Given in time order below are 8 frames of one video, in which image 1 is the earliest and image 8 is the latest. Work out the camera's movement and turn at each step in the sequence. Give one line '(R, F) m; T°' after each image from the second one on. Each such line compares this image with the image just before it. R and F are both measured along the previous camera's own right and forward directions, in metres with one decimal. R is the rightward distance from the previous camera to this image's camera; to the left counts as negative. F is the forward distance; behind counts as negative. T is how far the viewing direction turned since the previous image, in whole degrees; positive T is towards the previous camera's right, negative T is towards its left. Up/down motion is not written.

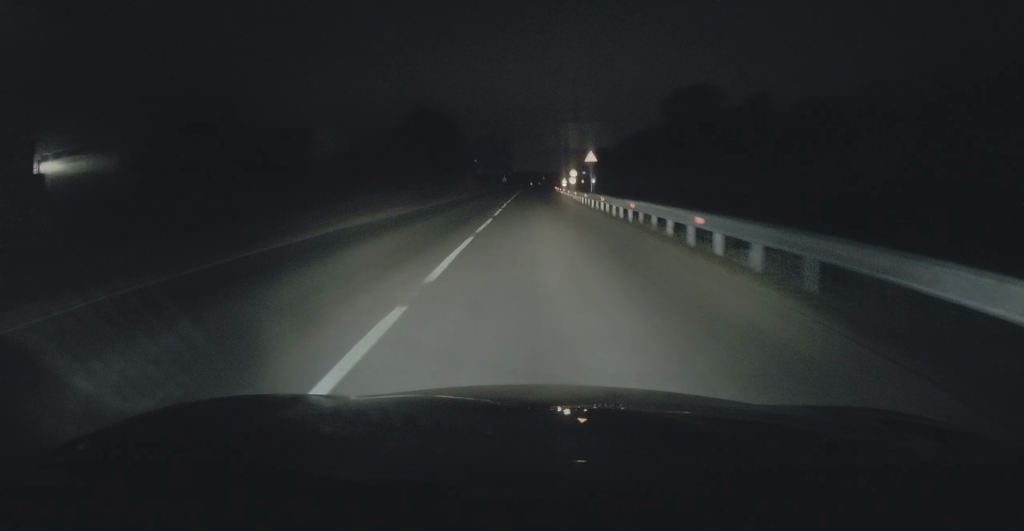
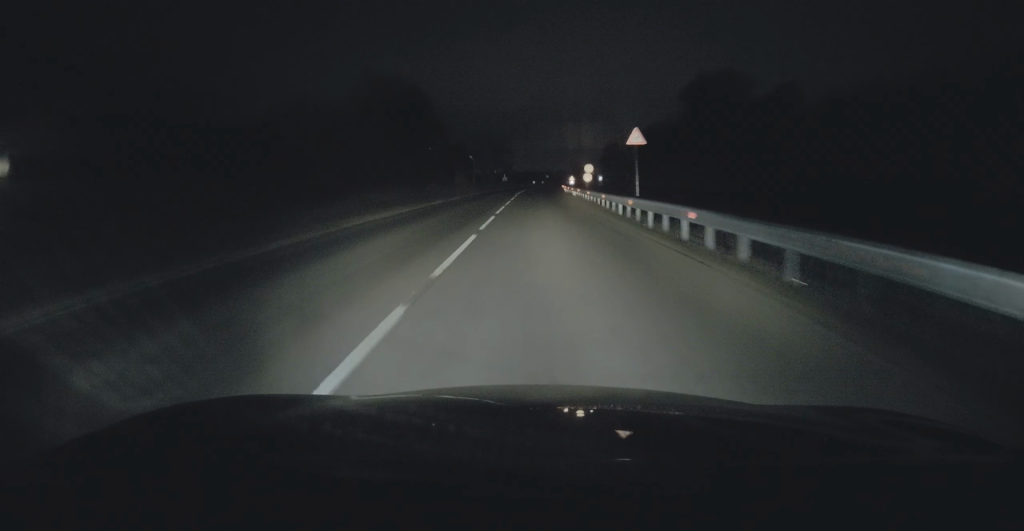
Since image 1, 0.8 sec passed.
(+0.1, +15.3) m; 0°
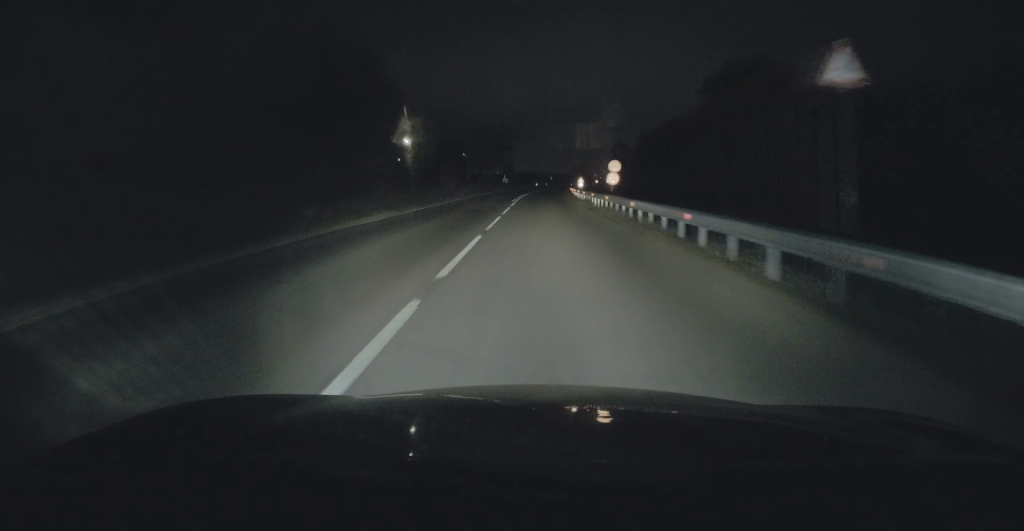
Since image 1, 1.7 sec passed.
(0.0, +15.3) m; 0°
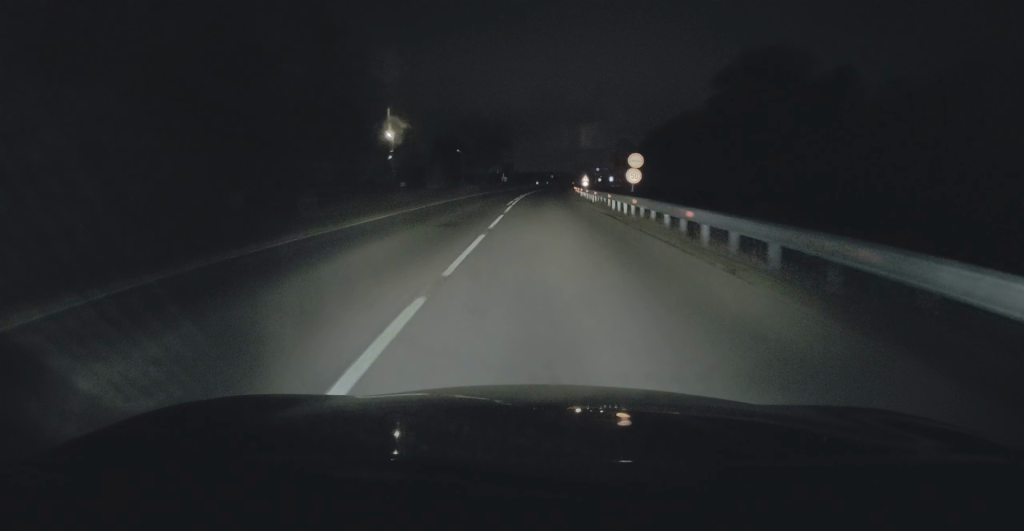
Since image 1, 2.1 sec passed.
(-0.1, +7.9) m; 0°
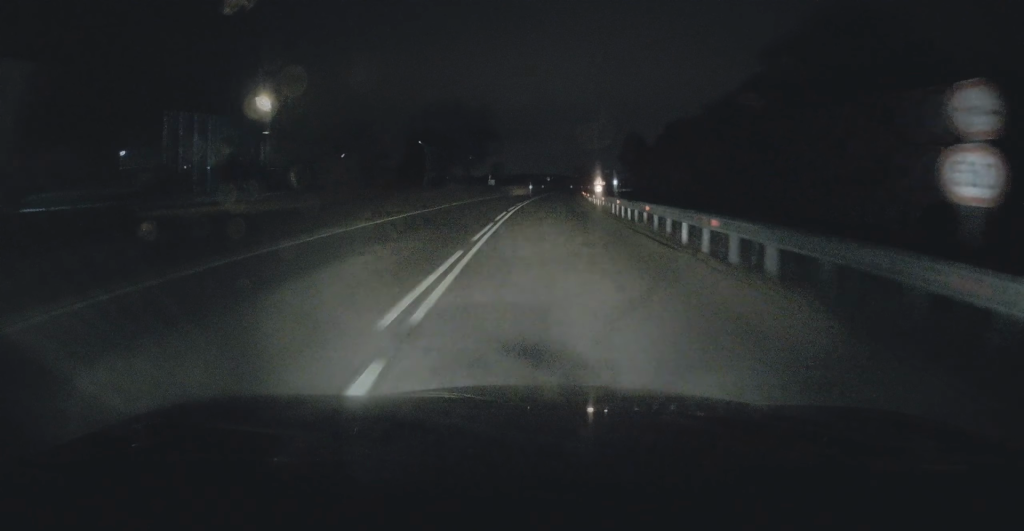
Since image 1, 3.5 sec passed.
(-0.1, +26.0) m; 0°
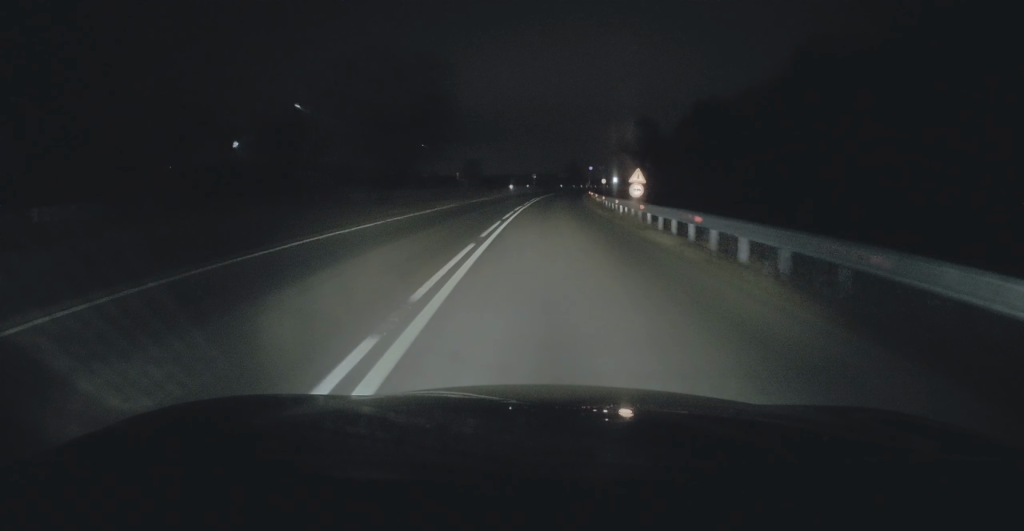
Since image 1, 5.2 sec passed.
(+0.5, +30.4) m; +2°
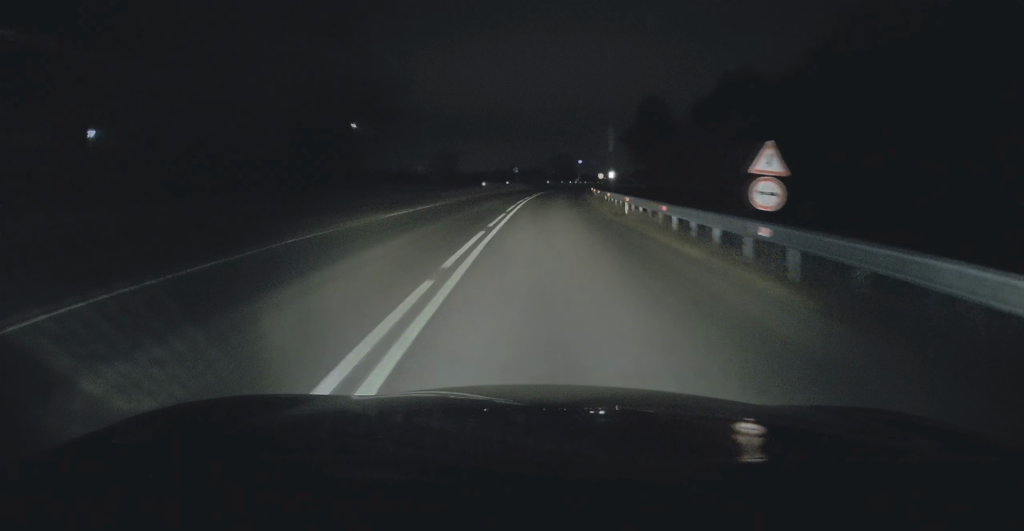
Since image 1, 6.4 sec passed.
(+0.2, +20.5) m; +1°
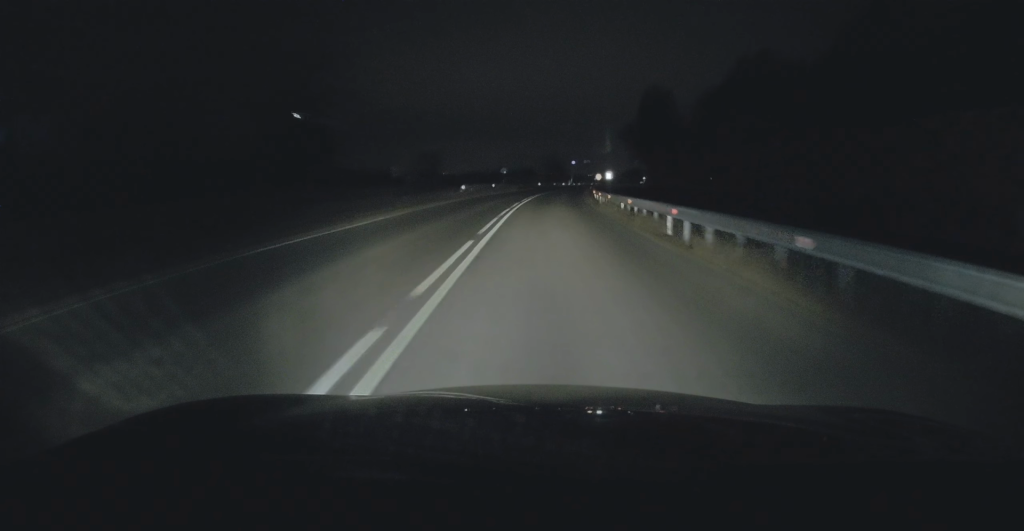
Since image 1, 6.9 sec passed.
(+0.1, +9.7) m; +1°
